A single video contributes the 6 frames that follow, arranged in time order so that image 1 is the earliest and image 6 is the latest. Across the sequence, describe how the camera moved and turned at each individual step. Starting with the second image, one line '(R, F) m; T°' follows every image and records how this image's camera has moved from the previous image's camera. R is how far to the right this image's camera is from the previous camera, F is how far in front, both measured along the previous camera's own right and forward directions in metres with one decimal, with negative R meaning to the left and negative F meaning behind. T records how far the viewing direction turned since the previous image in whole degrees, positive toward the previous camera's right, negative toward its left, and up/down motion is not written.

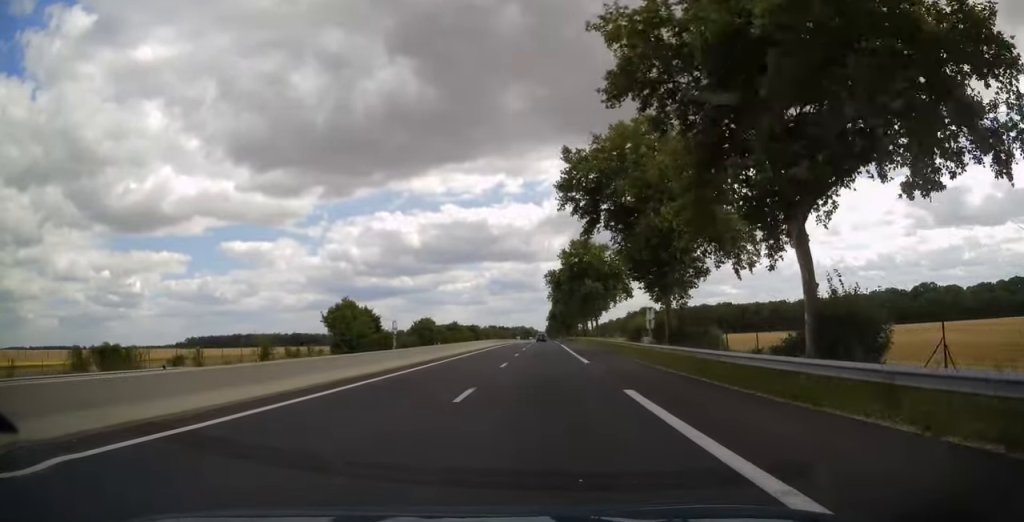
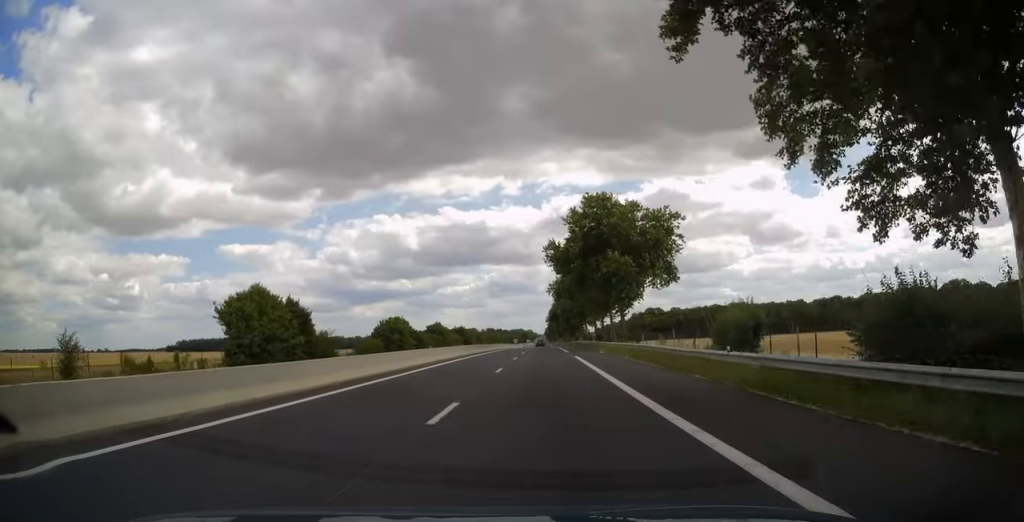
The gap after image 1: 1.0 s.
(0.0, +29.1) m; 0°
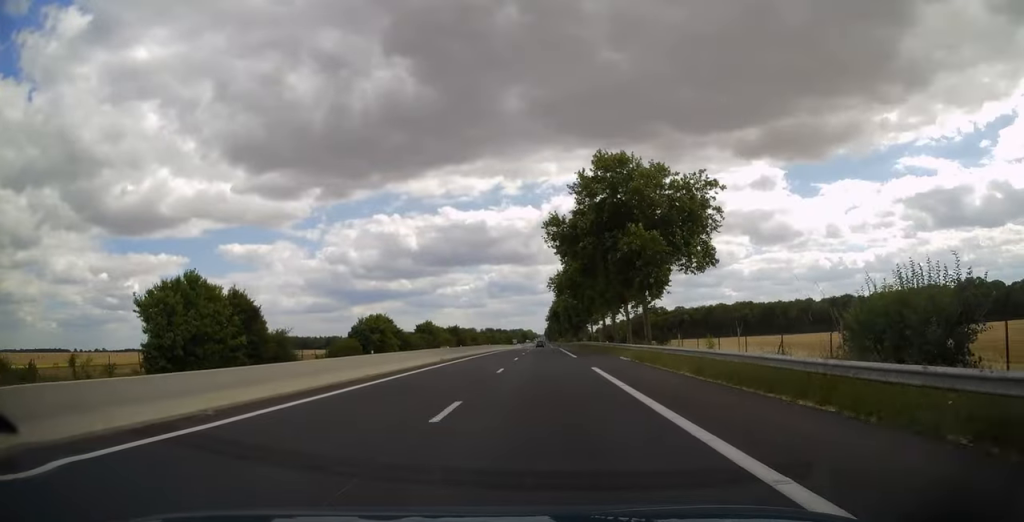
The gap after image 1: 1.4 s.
(0.0, +12.9) m; 0°
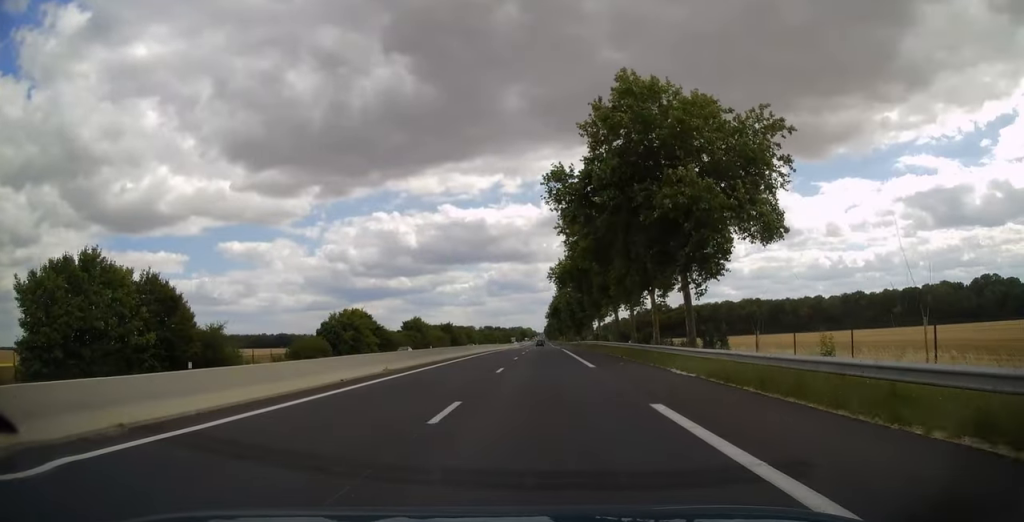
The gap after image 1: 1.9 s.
(0.0, +13.4) m; 0°
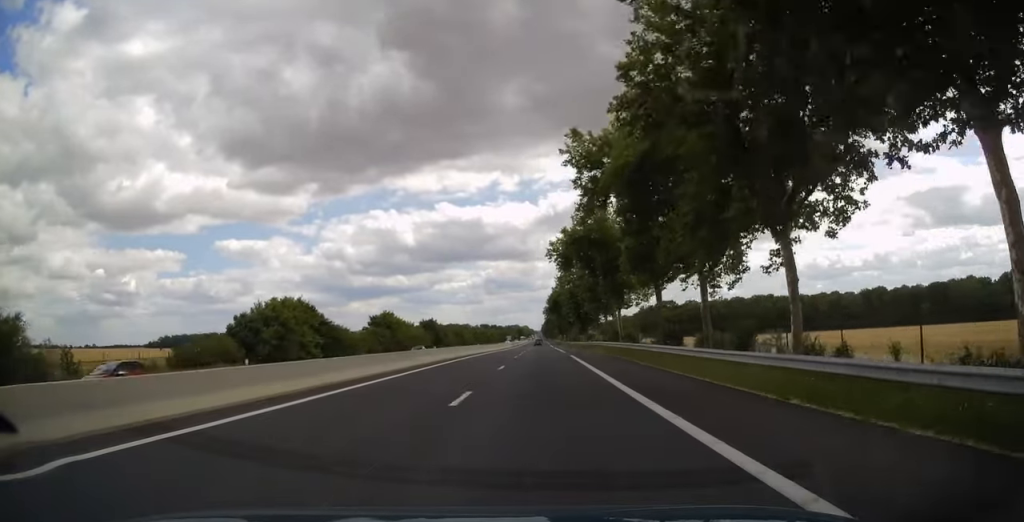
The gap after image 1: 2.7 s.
(0.0, +23.7) m; 0°
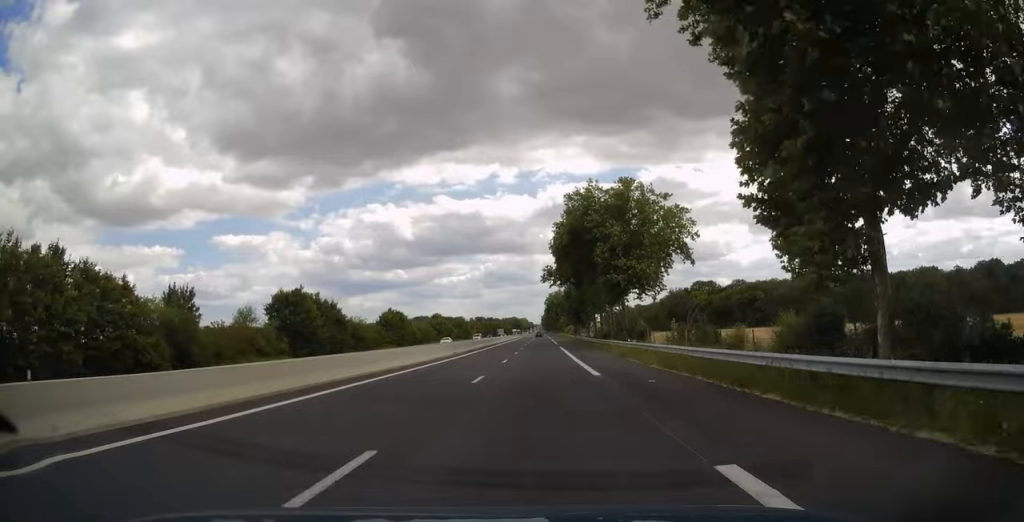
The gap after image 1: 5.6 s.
(0.0, +86.0) m; 0°
